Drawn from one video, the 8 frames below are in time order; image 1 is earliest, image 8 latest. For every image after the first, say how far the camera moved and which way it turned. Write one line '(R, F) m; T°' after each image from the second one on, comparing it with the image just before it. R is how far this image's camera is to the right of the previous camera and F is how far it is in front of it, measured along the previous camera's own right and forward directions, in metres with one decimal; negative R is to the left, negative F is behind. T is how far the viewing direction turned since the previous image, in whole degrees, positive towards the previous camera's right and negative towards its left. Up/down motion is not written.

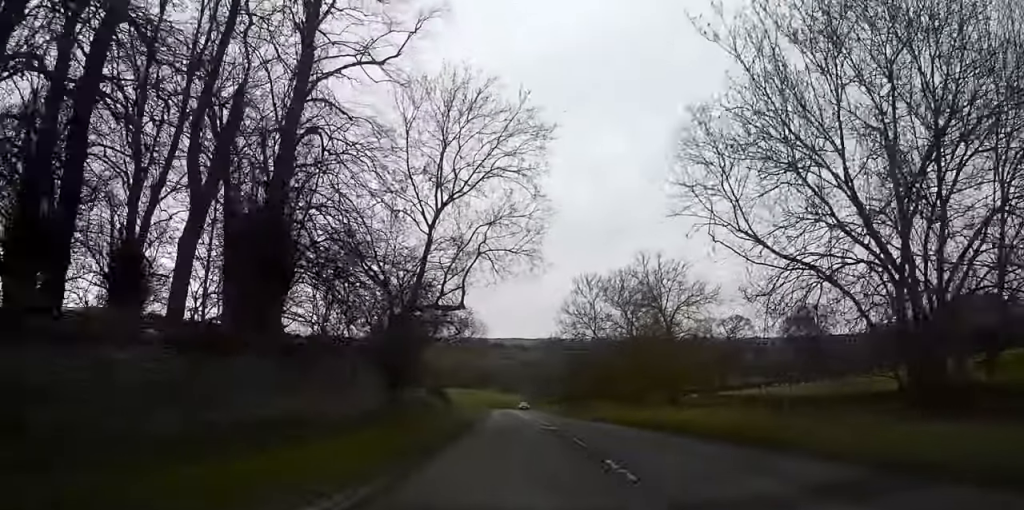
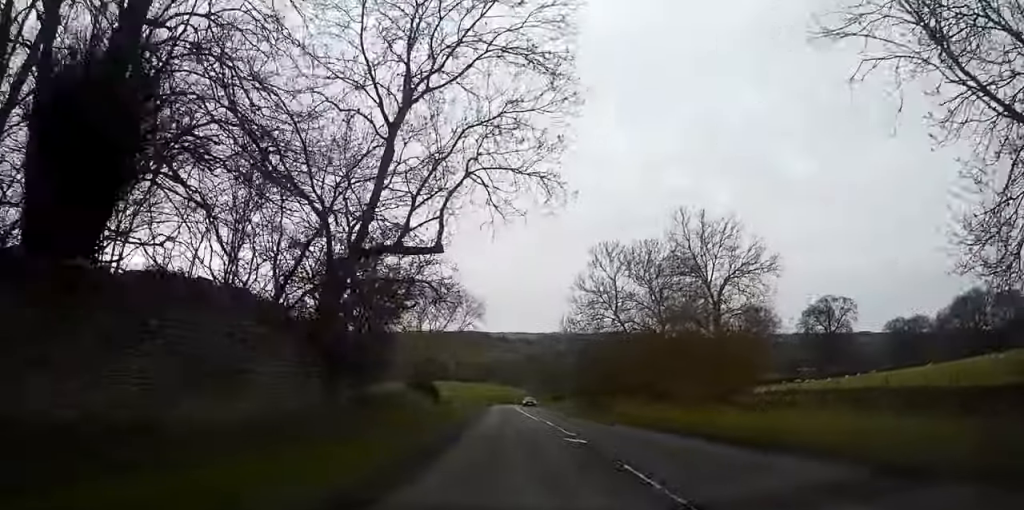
(0.0, +11.3) m; 0°
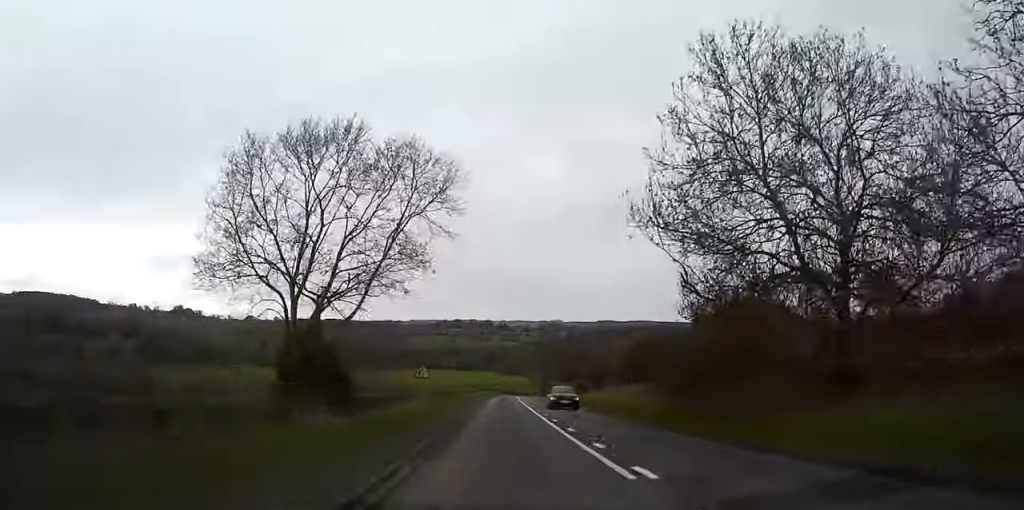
(-0.2, +30.5) m; 0°
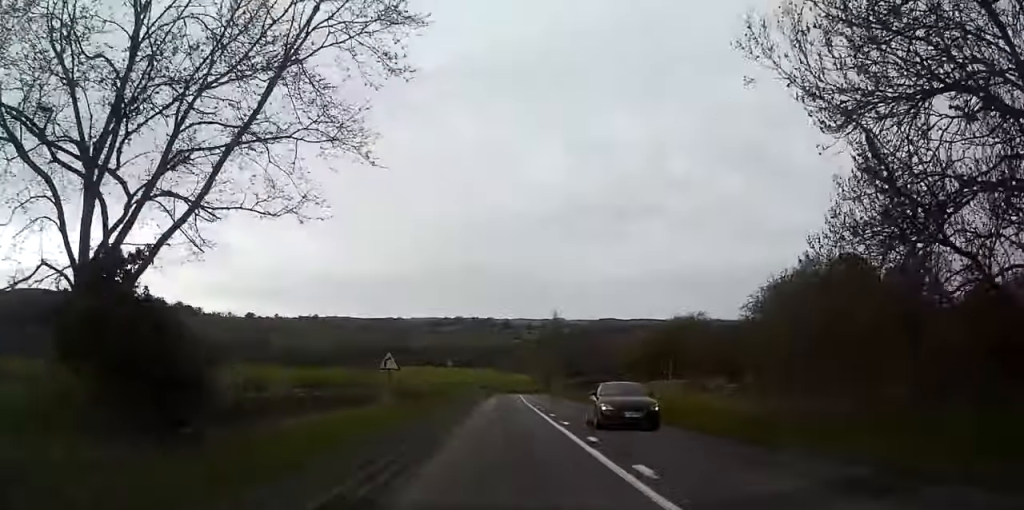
(+0.1, +12.2) m; 0°
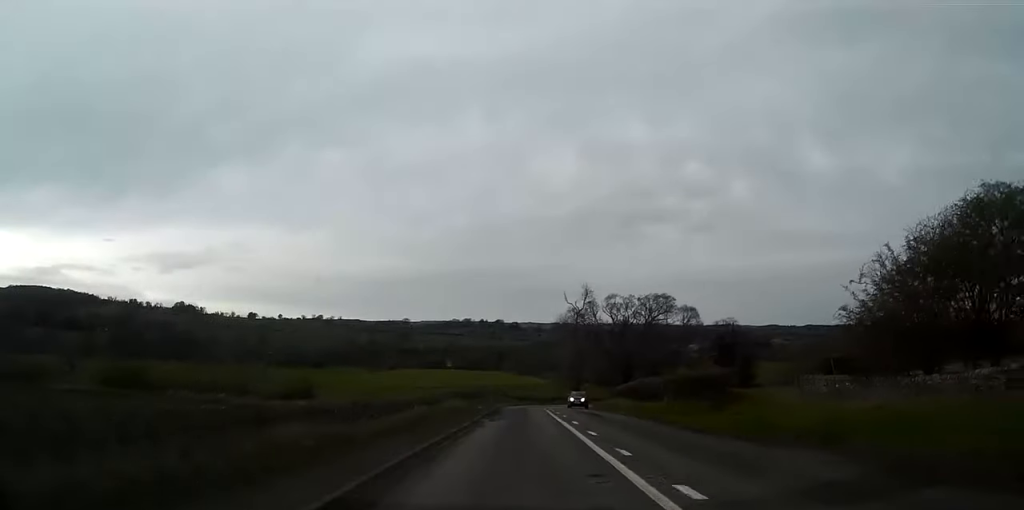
(0.0, +45.5) m; 0°
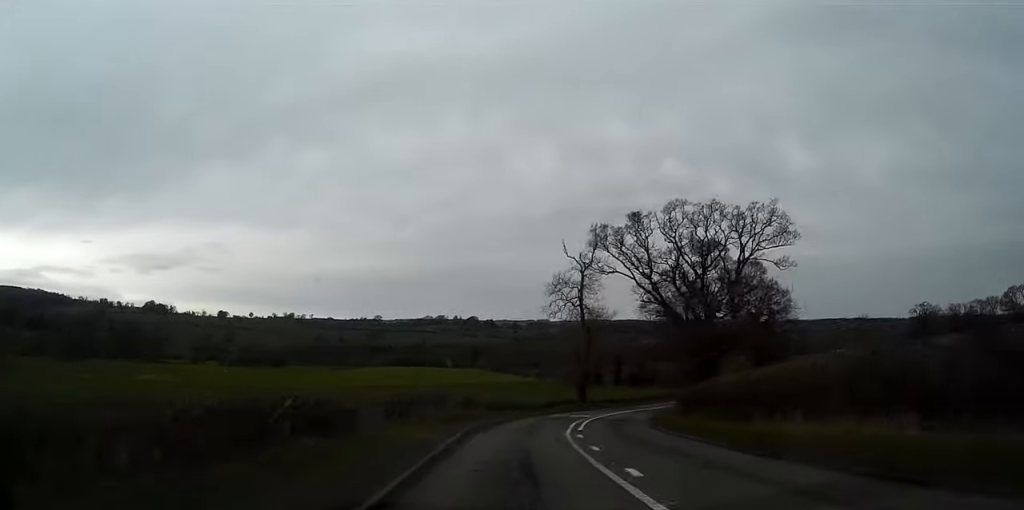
(+0.2, +38.0) m; +2°
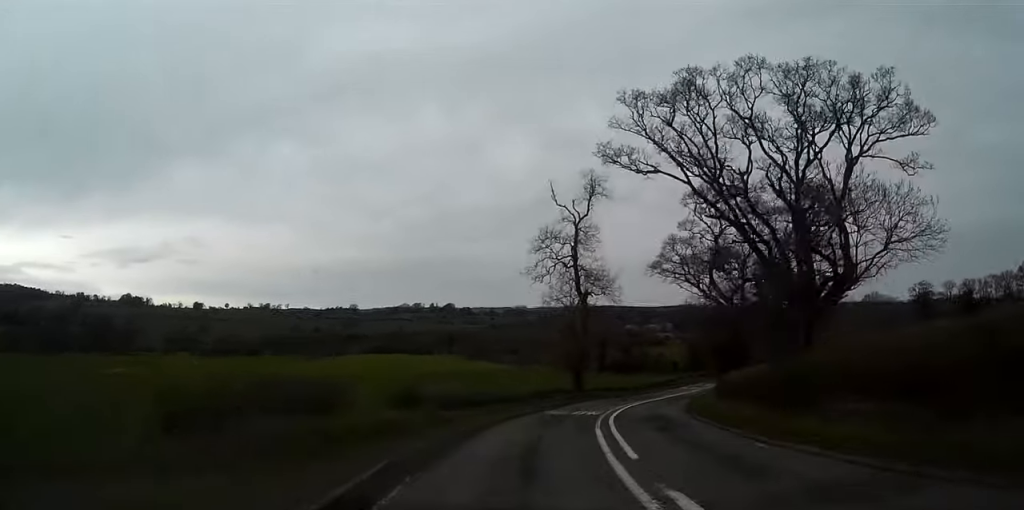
(+0.2, +16.2) m; +2°
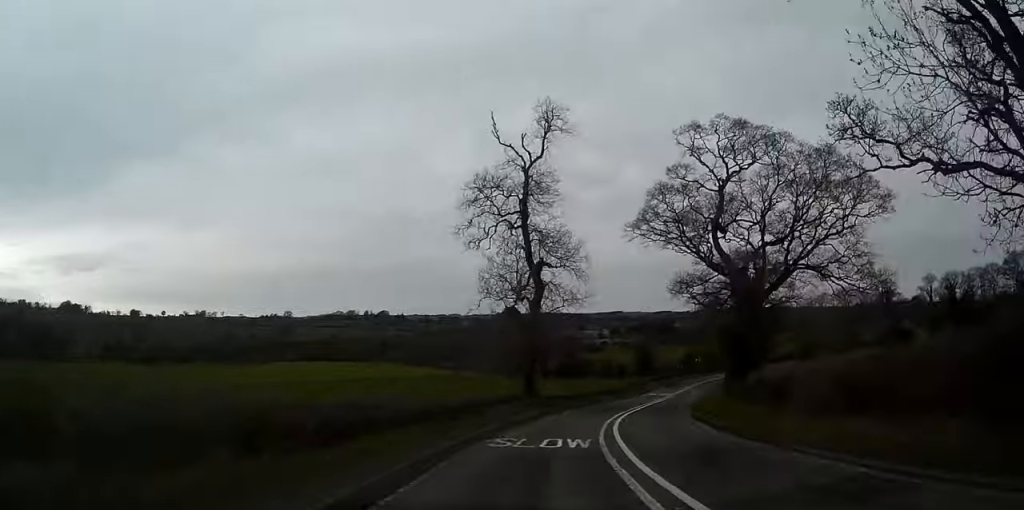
(+0.3, +16.1) m; +4°
